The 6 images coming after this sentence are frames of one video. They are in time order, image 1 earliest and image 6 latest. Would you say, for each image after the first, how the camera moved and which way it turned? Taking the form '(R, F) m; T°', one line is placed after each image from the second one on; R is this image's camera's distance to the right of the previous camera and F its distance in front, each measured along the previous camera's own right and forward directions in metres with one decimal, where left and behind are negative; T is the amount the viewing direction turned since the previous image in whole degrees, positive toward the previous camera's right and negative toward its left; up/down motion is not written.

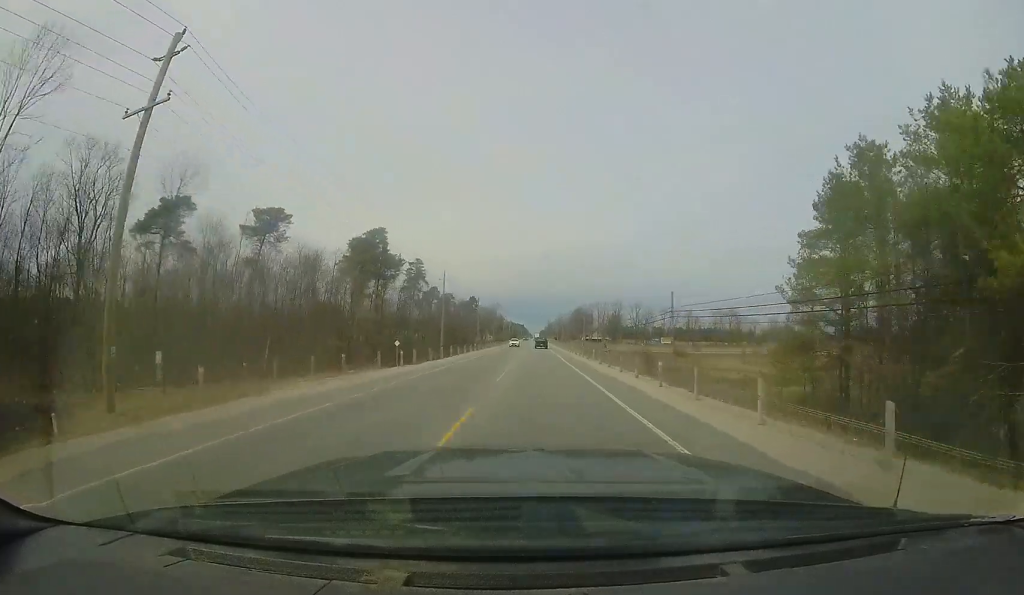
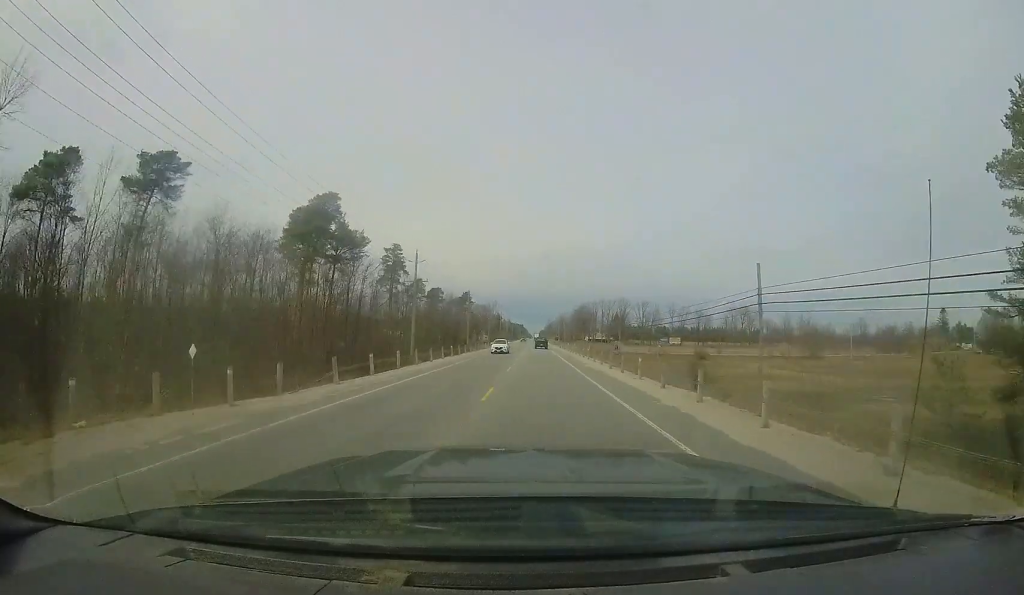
(+0.1, +14.4) m; +1°
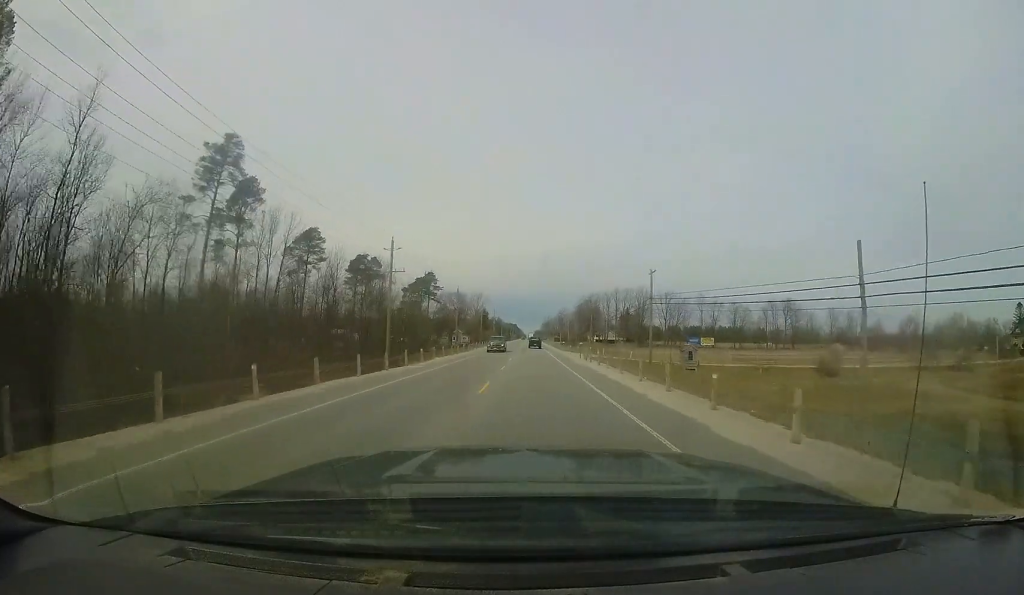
(+0.4, +44.7) m; +1°
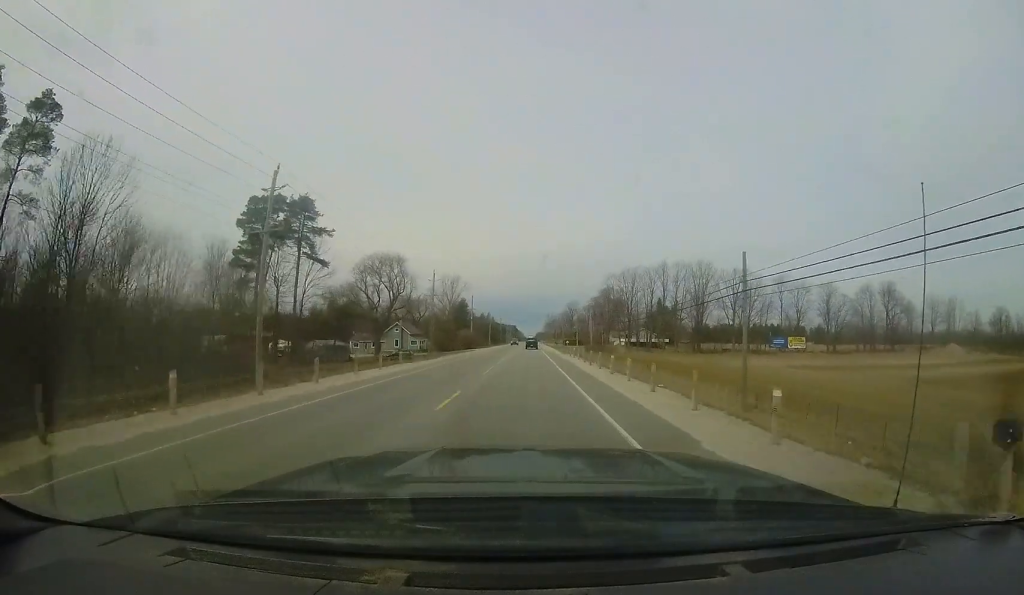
(-0.8, +57.4) m; -1°
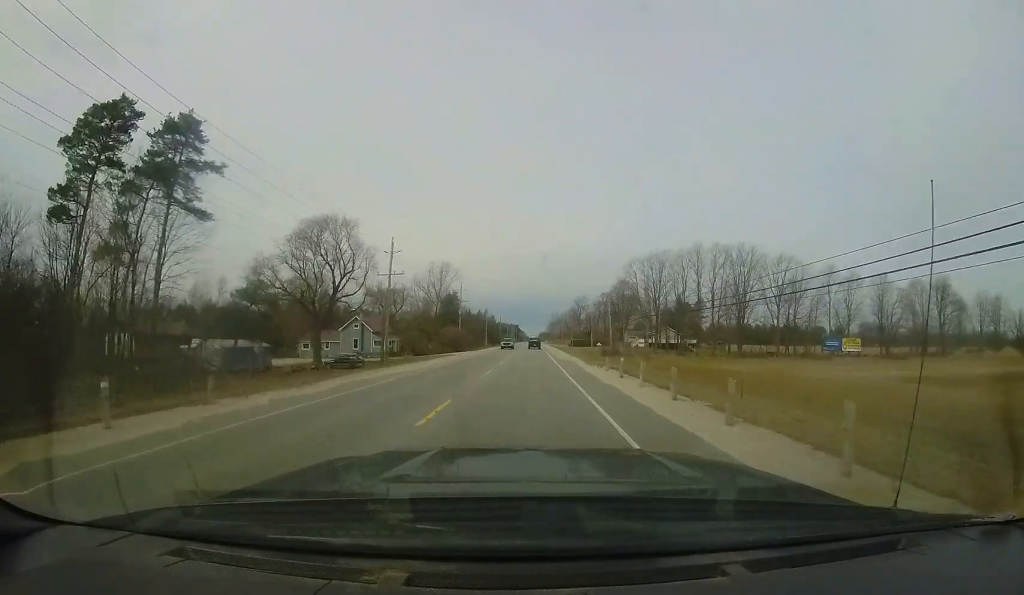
(+0.2, +19.4) m; 0°
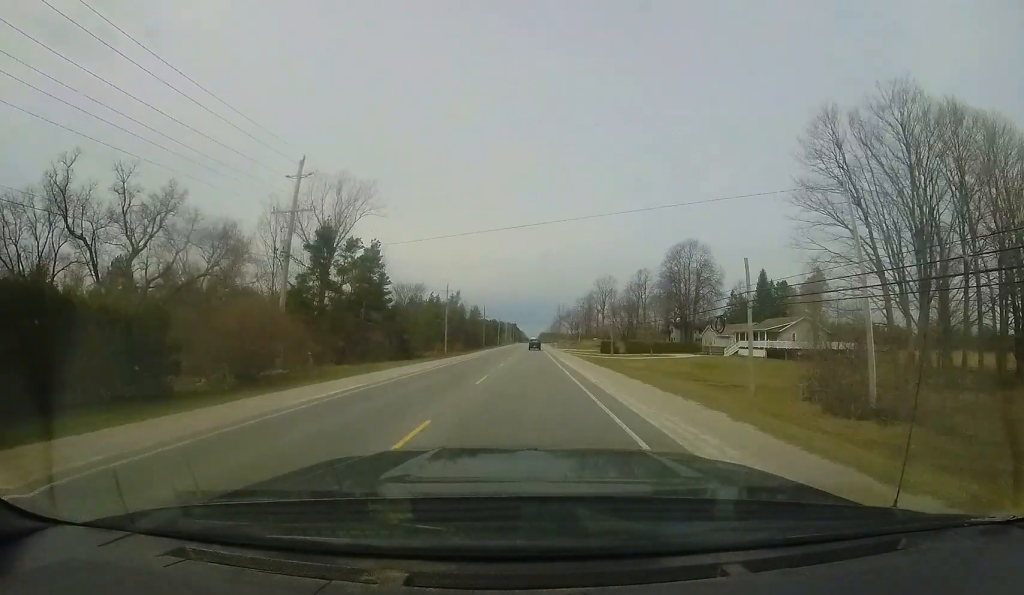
(-1.0, +56.8) m; -1°
